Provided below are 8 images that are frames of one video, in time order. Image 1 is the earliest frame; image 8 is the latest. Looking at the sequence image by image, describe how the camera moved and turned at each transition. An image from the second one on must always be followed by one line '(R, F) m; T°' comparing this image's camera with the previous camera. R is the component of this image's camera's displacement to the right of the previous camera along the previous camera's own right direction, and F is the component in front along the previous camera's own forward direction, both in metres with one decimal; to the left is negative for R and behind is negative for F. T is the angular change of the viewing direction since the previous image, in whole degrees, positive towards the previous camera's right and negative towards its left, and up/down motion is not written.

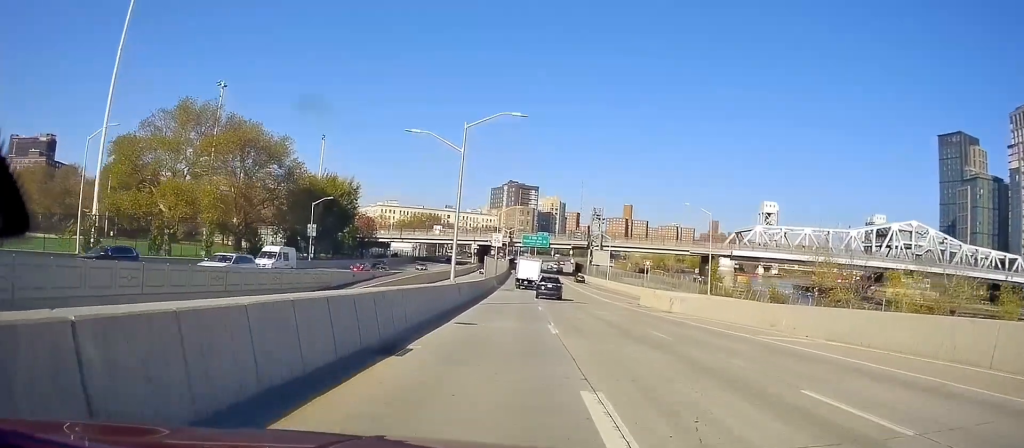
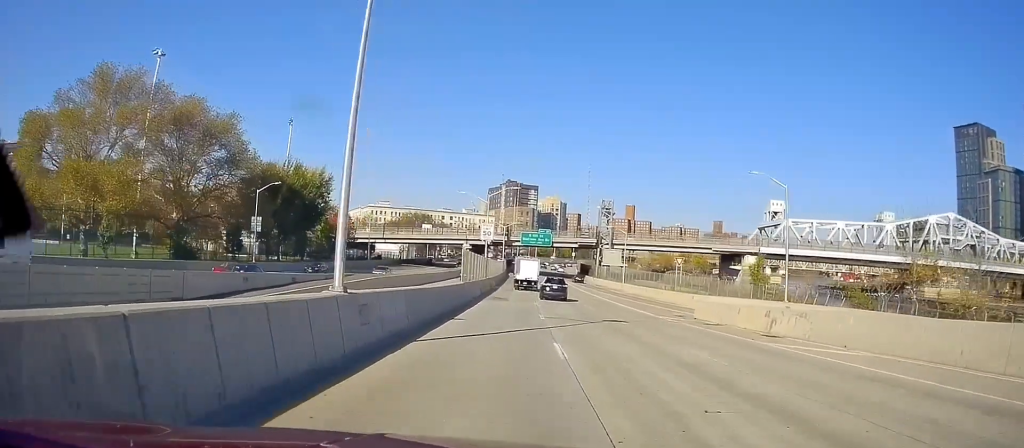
(+0.3, +17.0) m; 0°
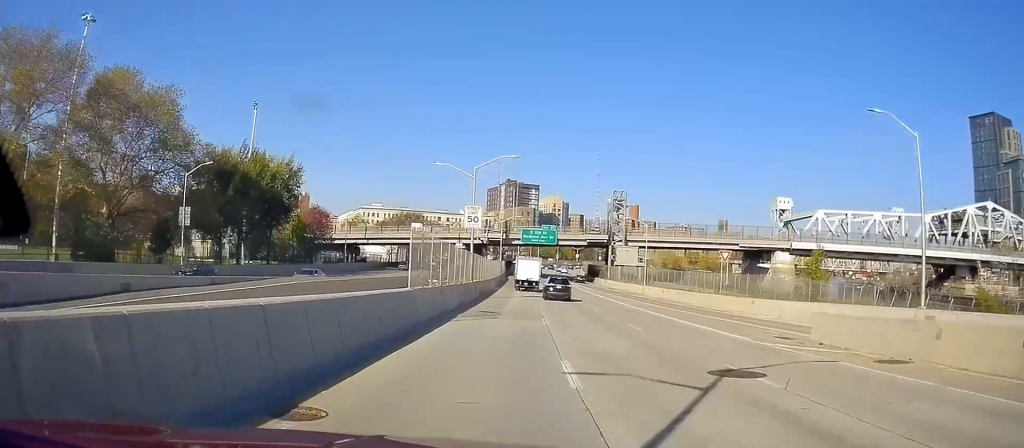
(-0.1, +14.6) m; -1°
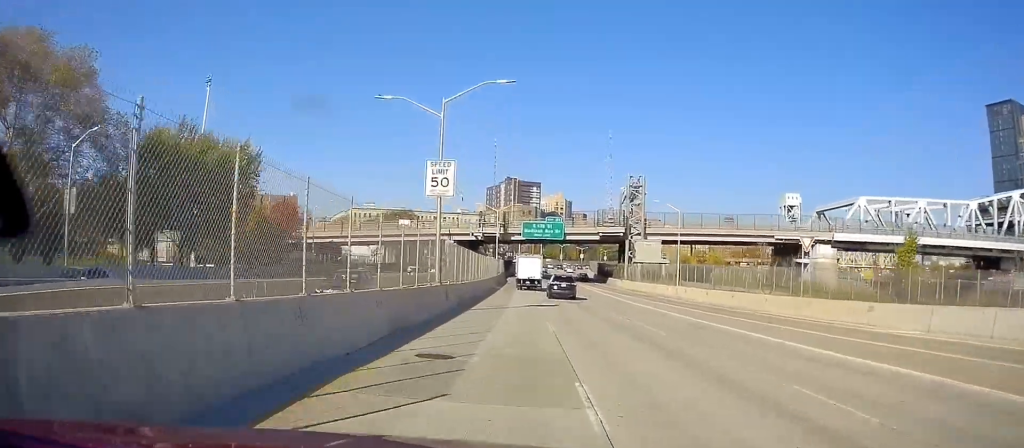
(-0.3, +14.9) m; -1°
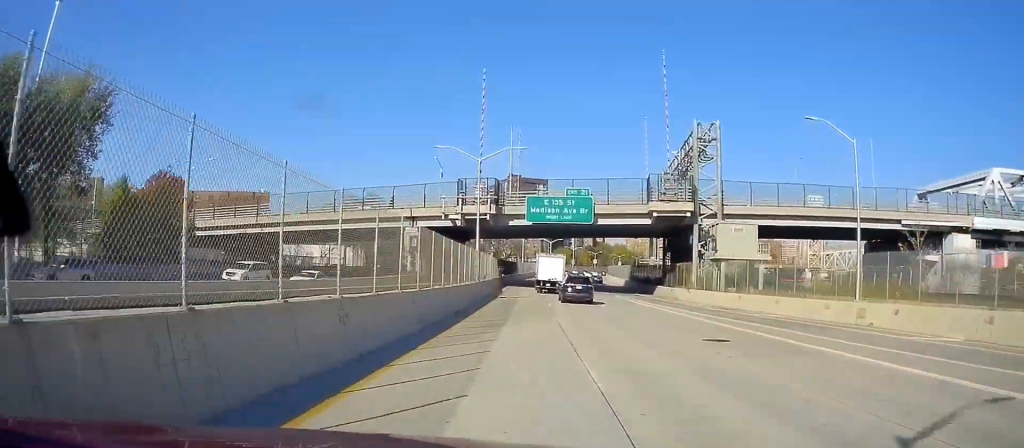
(+0.1, +33.3) m; 0°
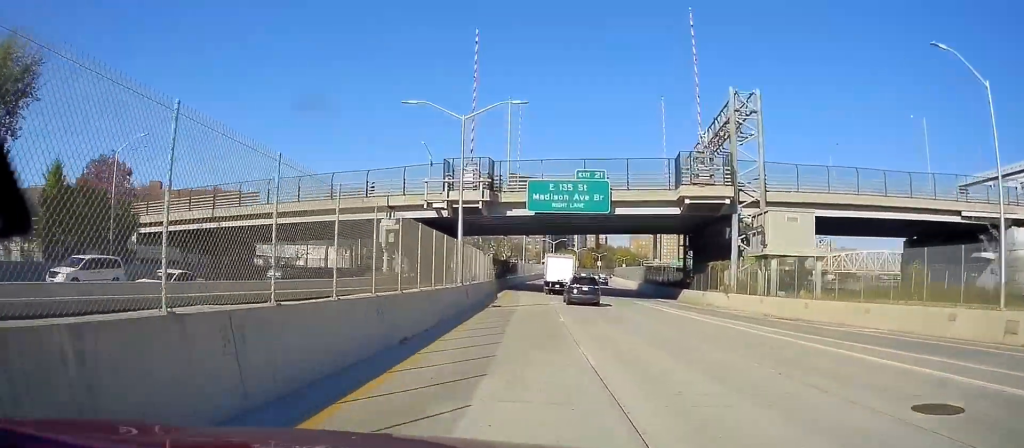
(-0.1, +10.0) m; 0°
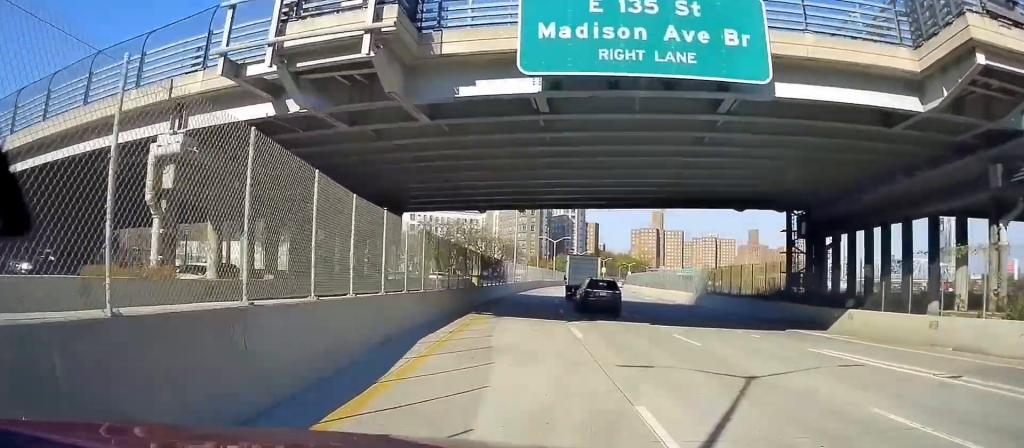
(0.0, +30.1) m; 0°
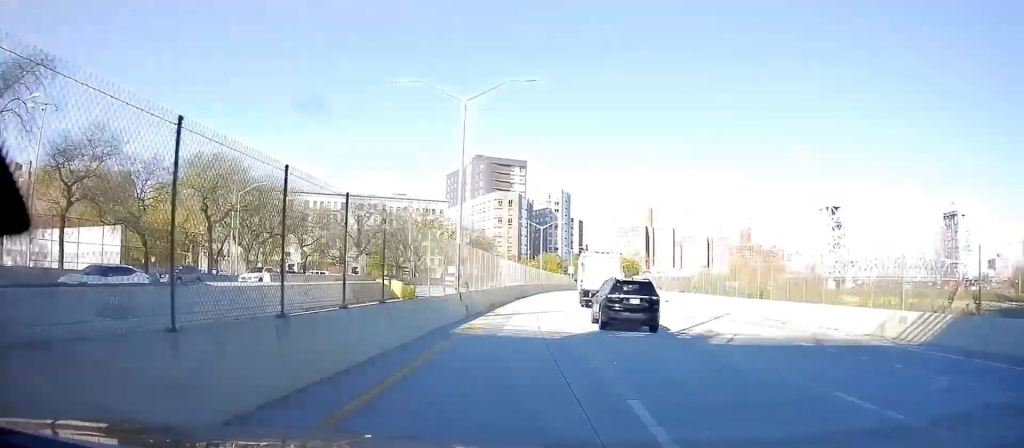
(+0.3, +35.0) m; +1°
